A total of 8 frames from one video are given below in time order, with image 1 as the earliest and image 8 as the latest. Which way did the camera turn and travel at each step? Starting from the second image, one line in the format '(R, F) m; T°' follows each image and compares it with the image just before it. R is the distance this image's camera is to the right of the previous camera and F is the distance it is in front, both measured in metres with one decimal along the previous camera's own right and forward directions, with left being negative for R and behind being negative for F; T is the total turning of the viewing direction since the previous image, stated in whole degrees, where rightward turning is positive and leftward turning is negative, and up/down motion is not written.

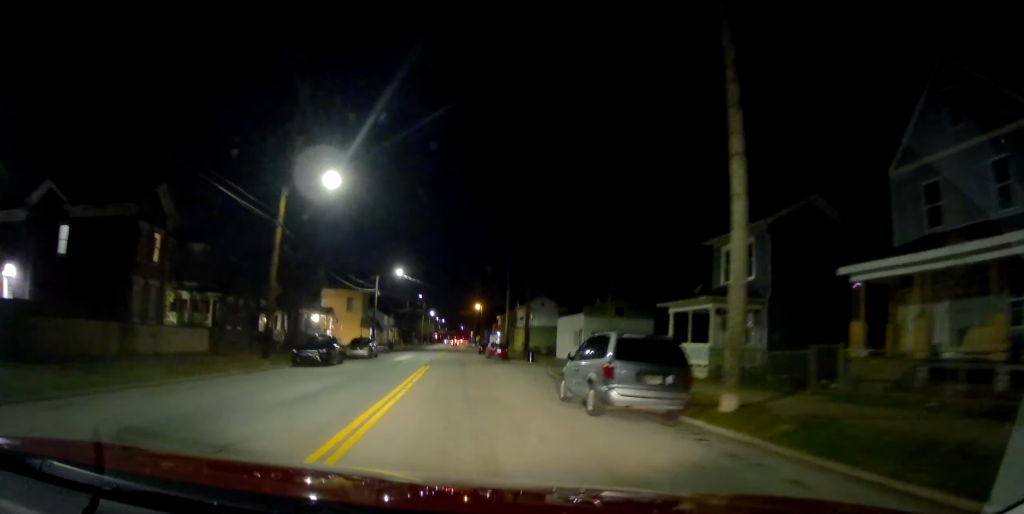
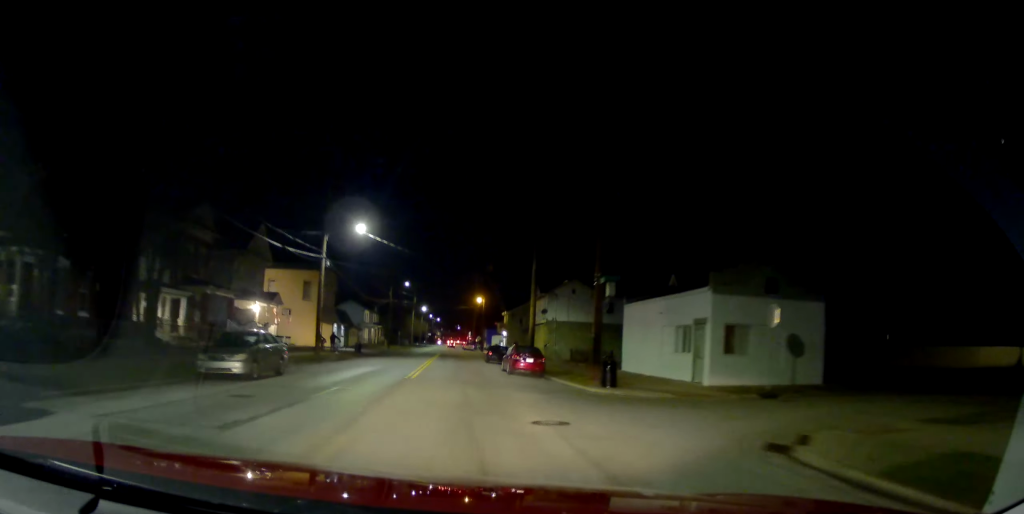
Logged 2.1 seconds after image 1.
(+0.4, +22.9) m; -1°
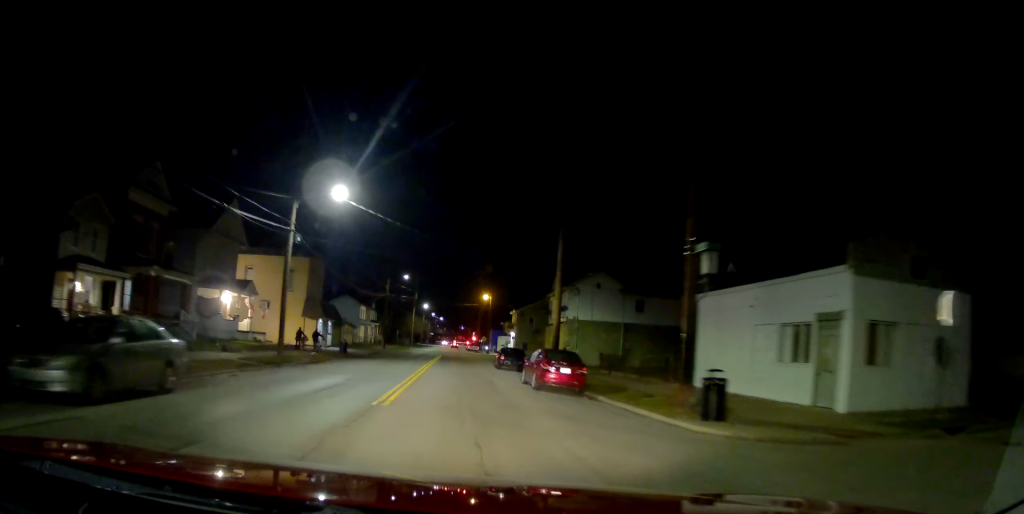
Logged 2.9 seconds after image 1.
(-0.2, +8.4) m; -1°
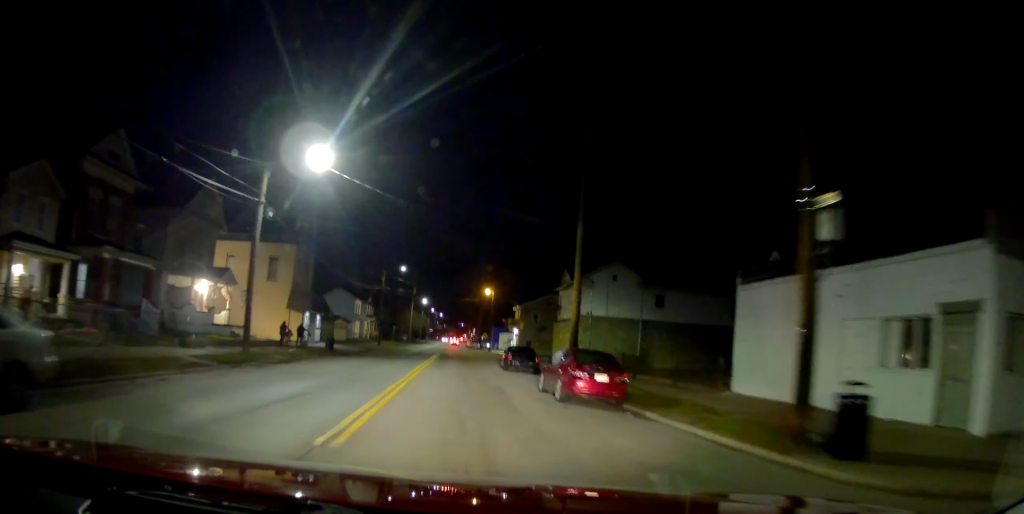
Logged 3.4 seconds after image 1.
(-0.1, +4.9) m; 0°
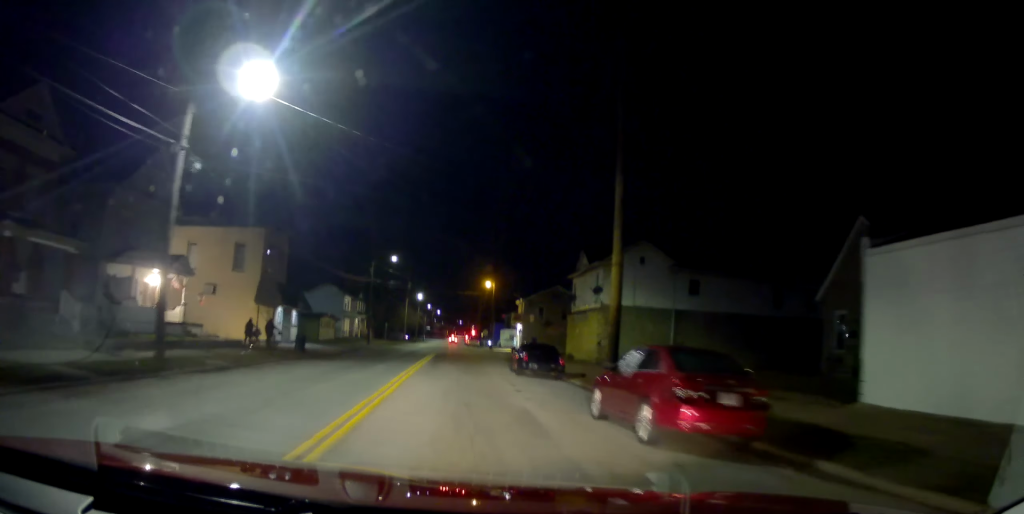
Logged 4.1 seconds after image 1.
(+0.1, +7.3) m; 0°
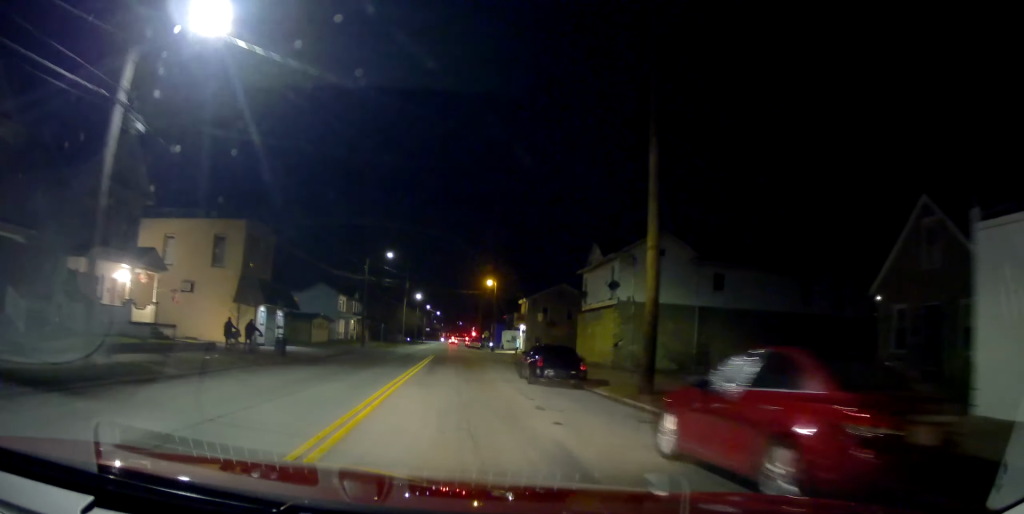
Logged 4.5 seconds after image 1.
(0.0, +4.2) m; 0°
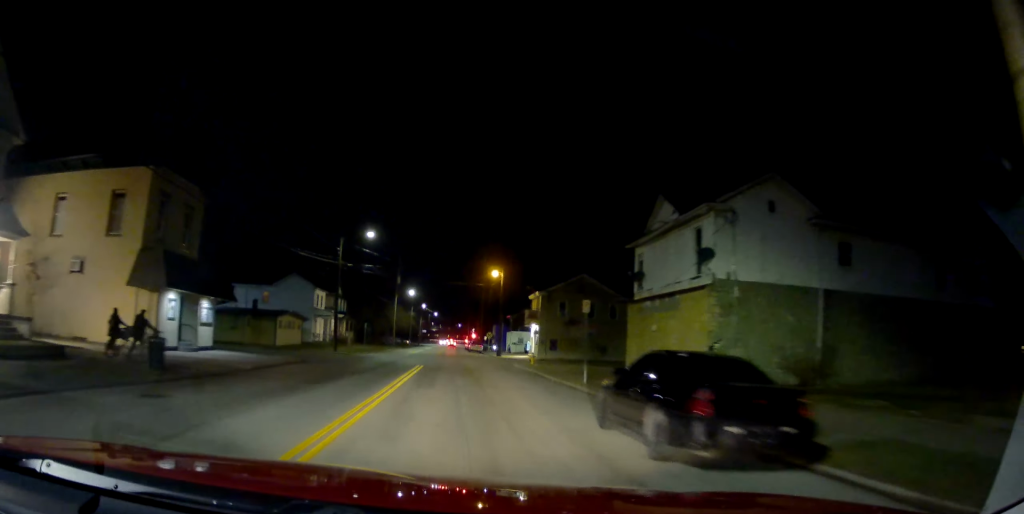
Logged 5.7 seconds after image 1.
(-0.1, +12.9) m; +1°
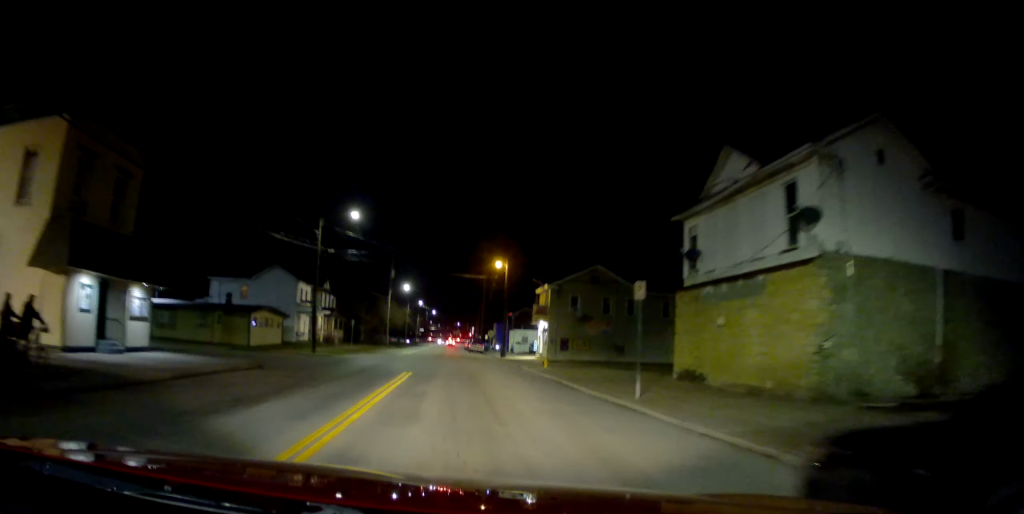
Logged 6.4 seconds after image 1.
(0.0, +6.9) m; +2°
